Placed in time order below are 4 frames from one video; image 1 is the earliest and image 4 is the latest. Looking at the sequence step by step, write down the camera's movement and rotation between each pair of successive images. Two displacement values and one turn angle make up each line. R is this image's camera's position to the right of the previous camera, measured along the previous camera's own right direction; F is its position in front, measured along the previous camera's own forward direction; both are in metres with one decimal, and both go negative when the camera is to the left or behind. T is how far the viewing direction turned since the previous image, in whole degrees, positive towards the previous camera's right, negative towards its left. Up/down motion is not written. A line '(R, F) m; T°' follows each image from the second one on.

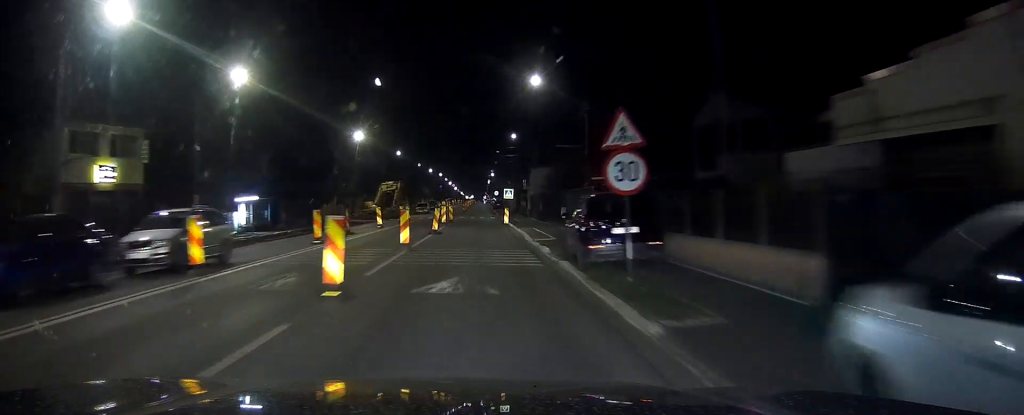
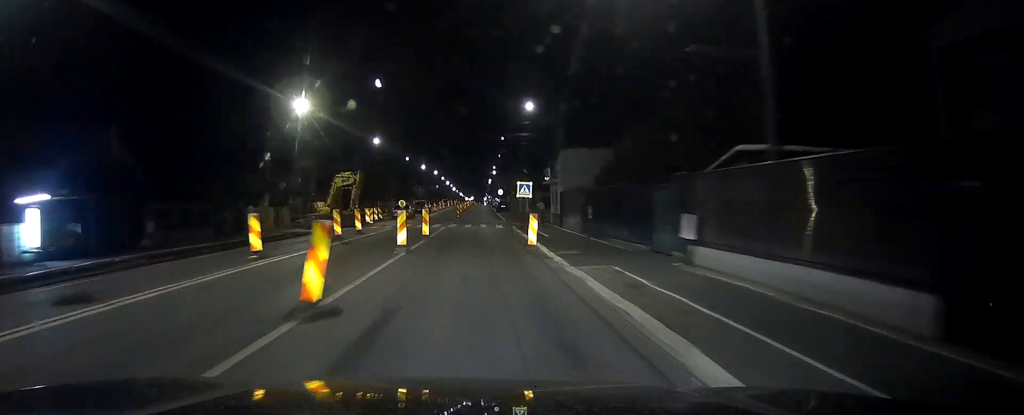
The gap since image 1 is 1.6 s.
(-0.2, +24.1) m; 0°
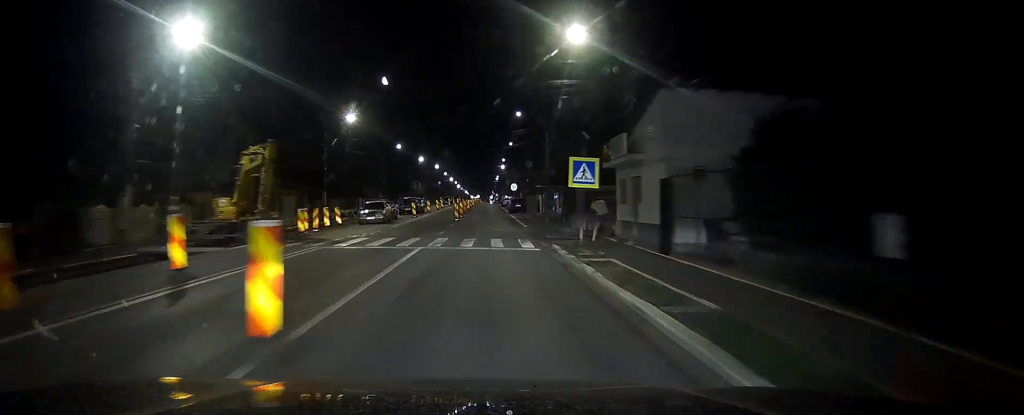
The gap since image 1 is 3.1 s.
(-0.1, +21.8) m; 0°
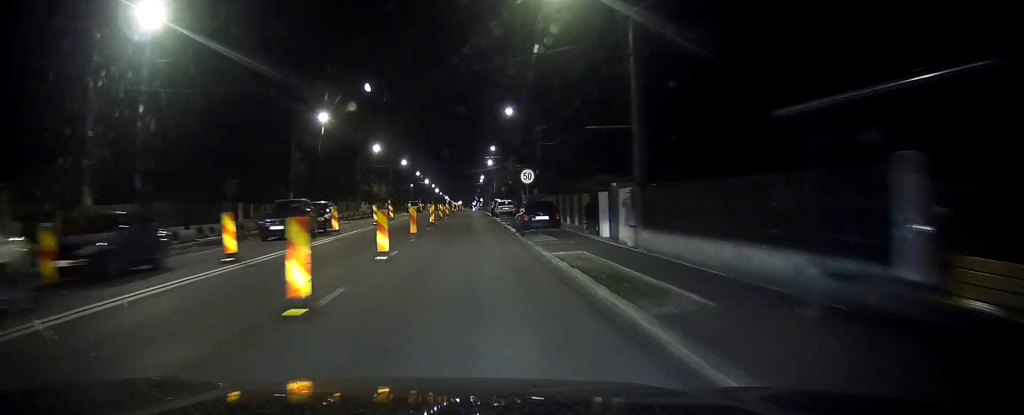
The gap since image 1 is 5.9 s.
(+0.7, +40.5) m; +1°
